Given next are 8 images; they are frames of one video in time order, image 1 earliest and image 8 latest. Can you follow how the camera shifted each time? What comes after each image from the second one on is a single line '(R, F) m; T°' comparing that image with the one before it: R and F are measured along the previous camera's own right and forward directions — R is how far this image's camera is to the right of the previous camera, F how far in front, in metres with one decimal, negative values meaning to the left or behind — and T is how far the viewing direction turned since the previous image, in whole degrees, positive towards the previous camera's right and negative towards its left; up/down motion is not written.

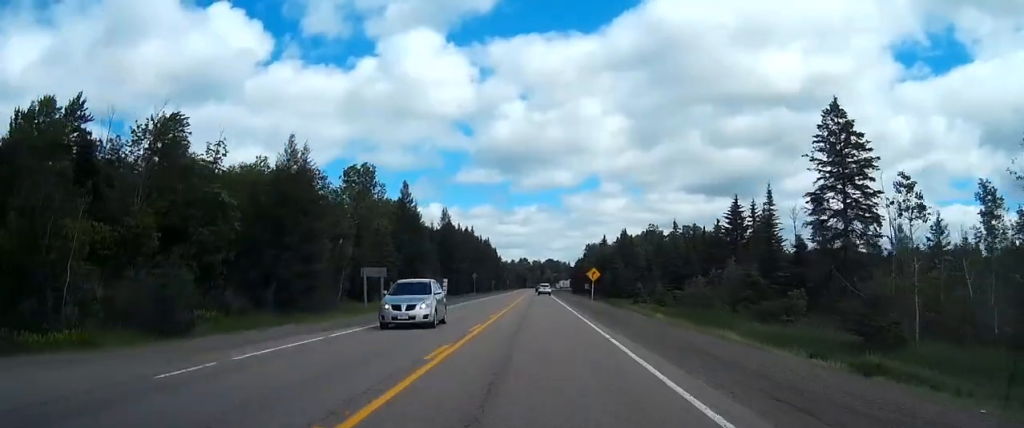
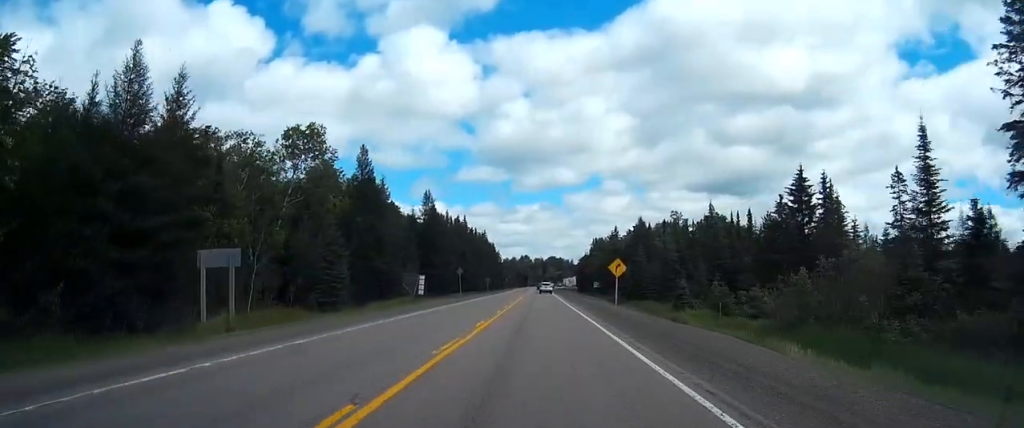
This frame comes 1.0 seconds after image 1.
(+0.4, +25.7) m; 0°
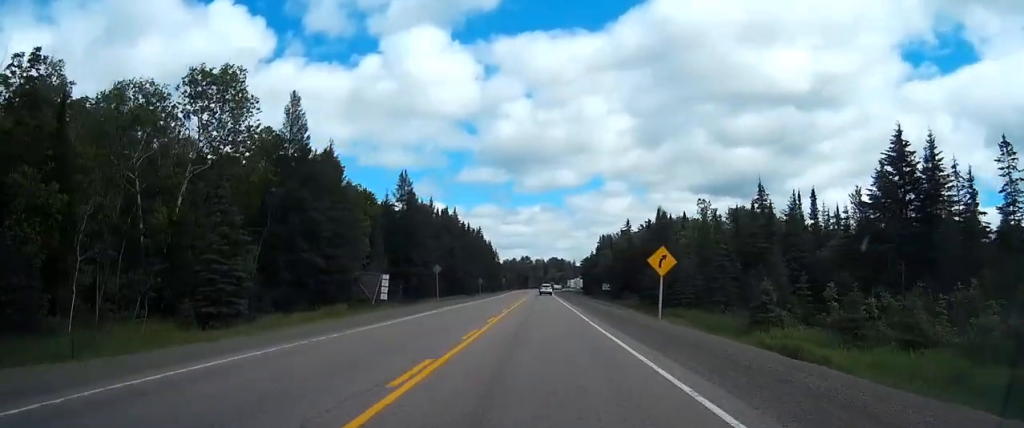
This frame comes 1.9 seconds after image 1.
(-0.4, +22.7) m; -2°
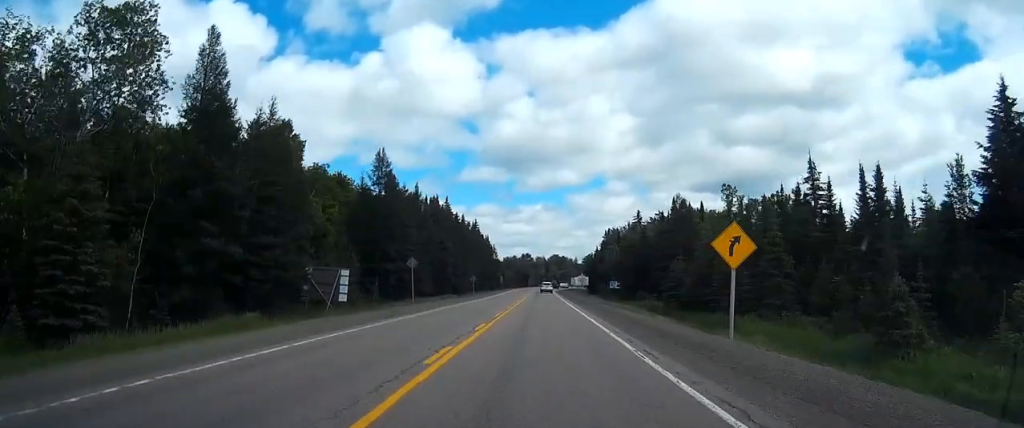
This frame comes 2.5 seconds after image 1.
(-0.3, +15.0) m; -1°
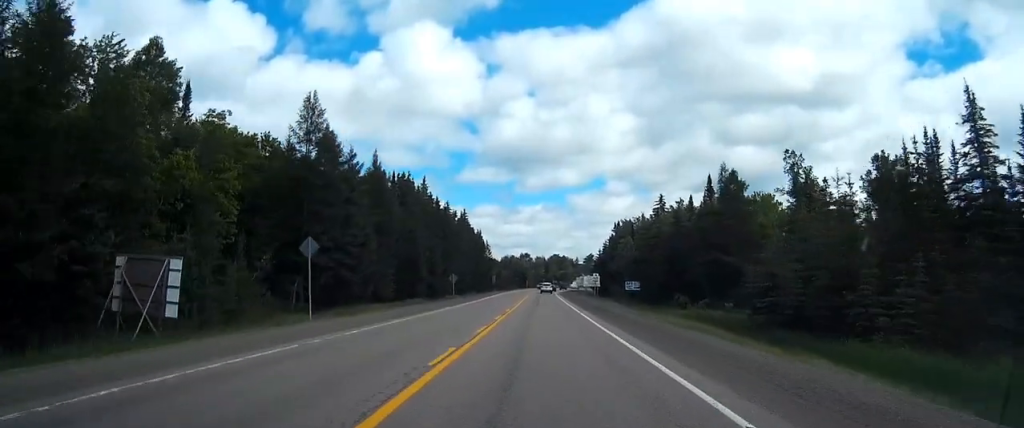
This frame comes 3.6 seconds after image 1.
(-0.3, +26.3) m; -1°
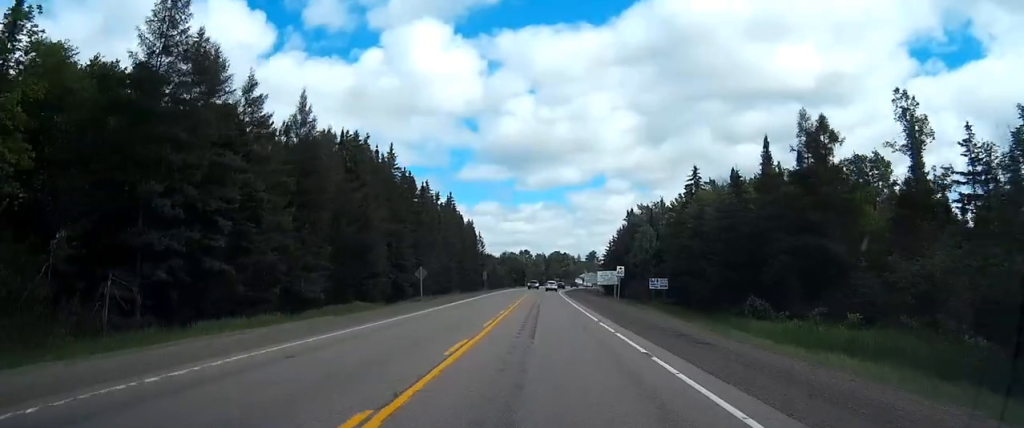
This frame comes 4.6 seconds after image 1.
(-0.2, +24.5) m; 0°
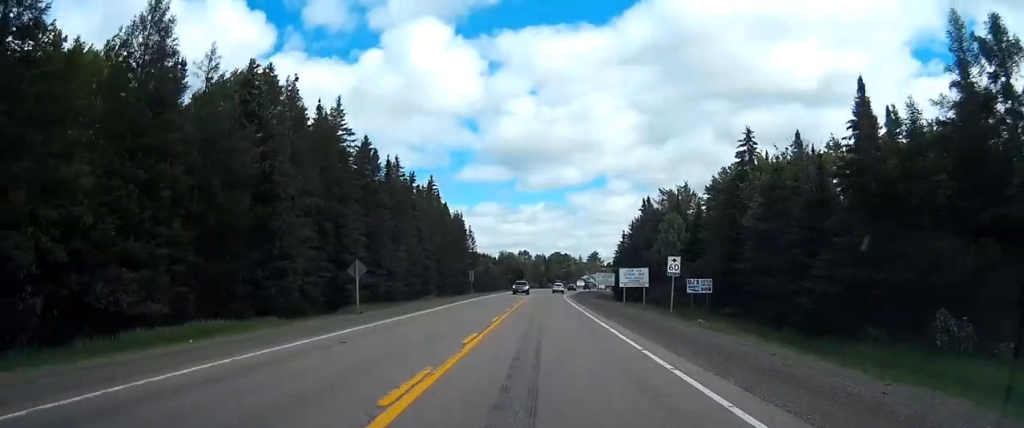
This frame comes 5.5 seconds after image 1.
(+0.2, +22.9) m; +1°
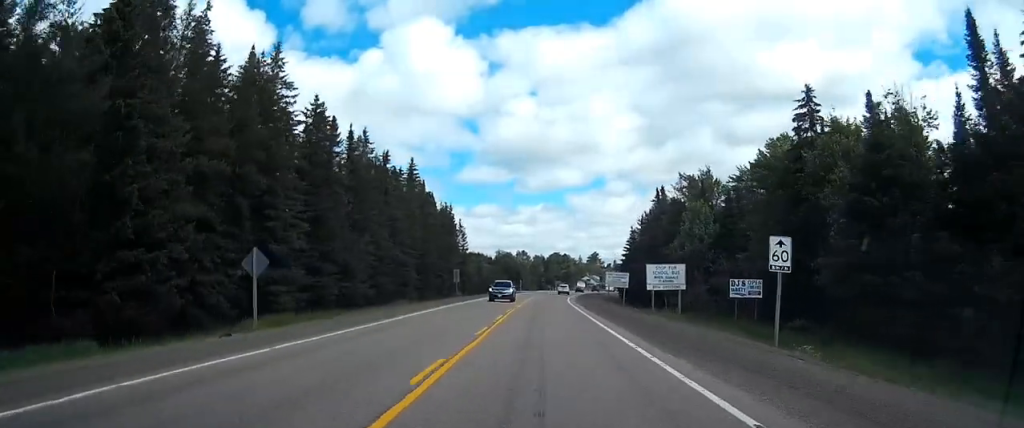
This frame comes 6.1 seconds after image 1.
(-0.1, +15.7) m; +1°
